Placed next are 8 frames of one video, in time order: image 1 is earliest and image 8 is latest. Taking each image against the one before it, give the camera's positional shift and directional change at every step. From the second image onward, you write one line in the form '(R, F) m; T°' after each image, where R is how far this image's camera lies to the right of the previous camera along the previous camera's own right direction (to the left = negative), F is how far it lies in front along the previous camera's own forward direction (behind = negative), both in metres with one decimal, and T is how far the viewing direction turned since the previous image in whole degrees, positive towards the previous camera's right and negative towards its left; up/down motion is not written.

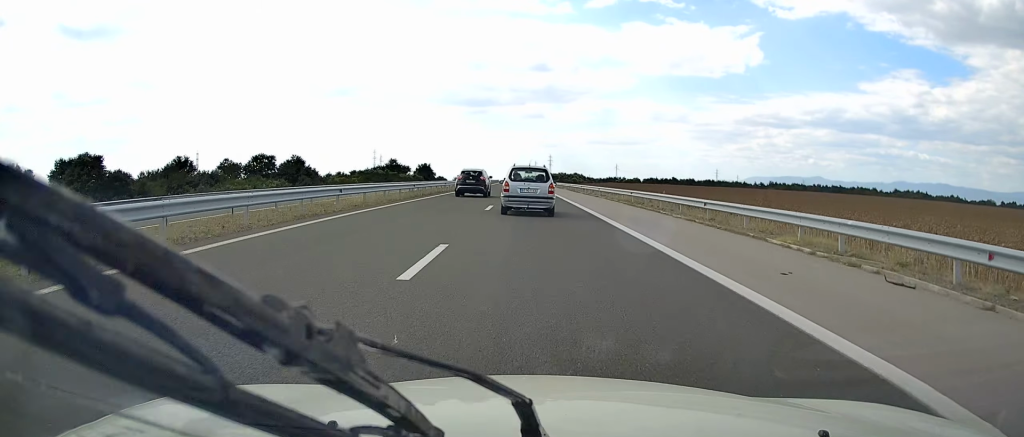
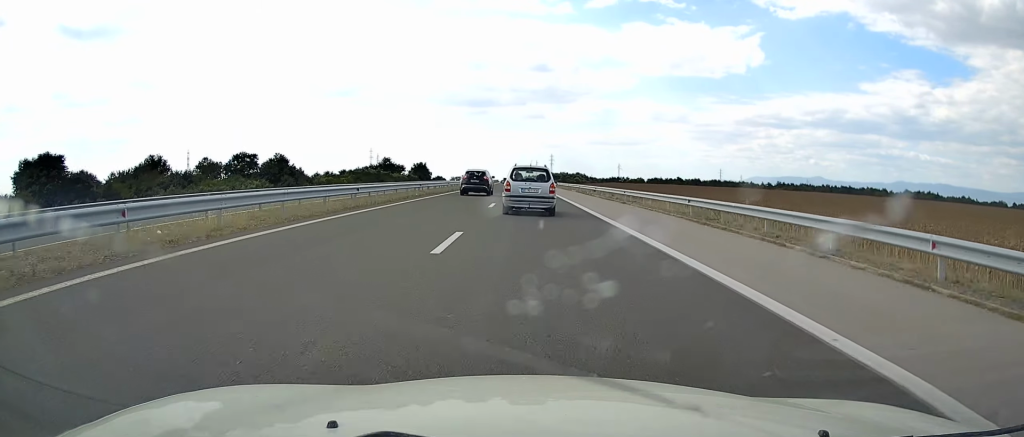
(0.0, +13.5) m; 0°
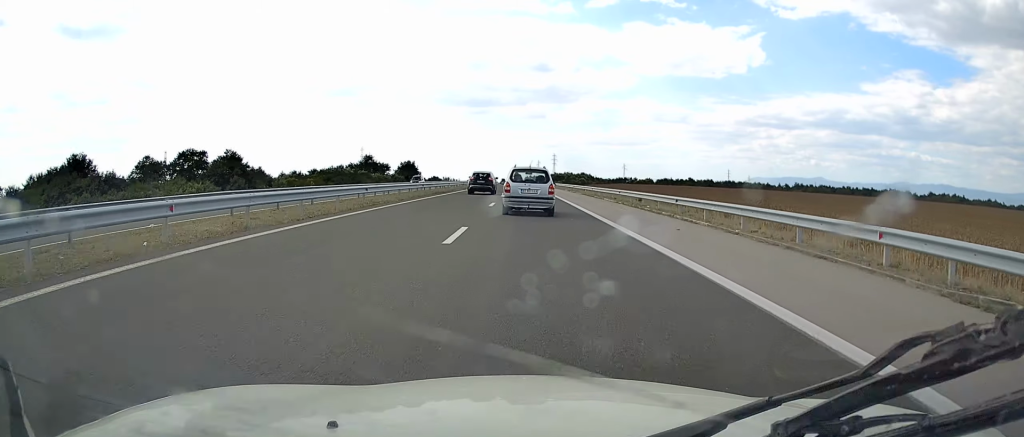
(0.0, +30.2) m; 0°
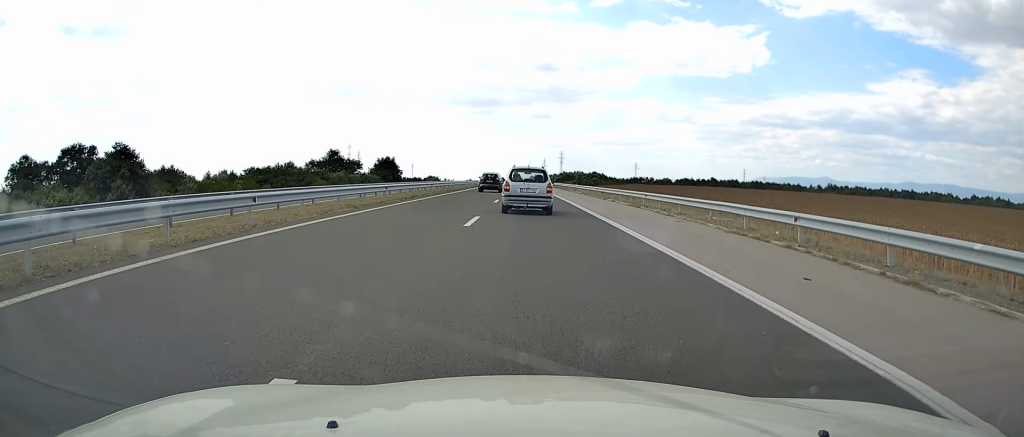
(0.0, +43.8) m; 0°
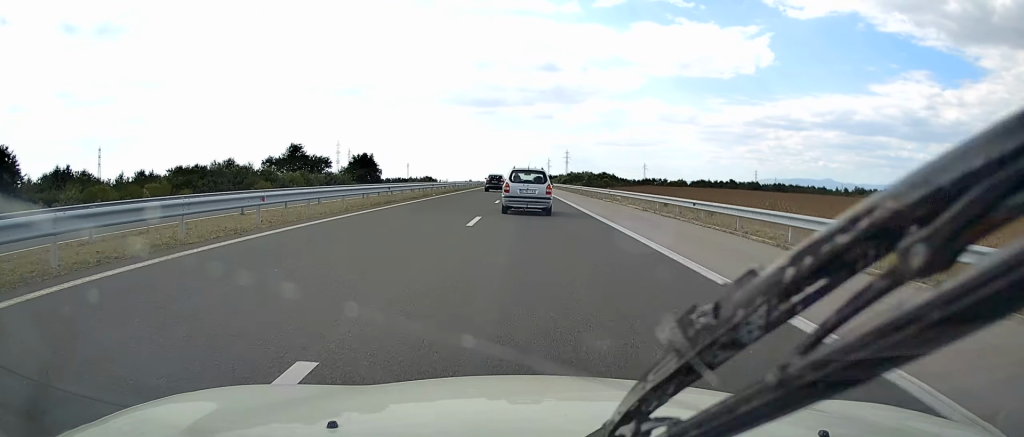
(0.0, +31.4) m; 0°
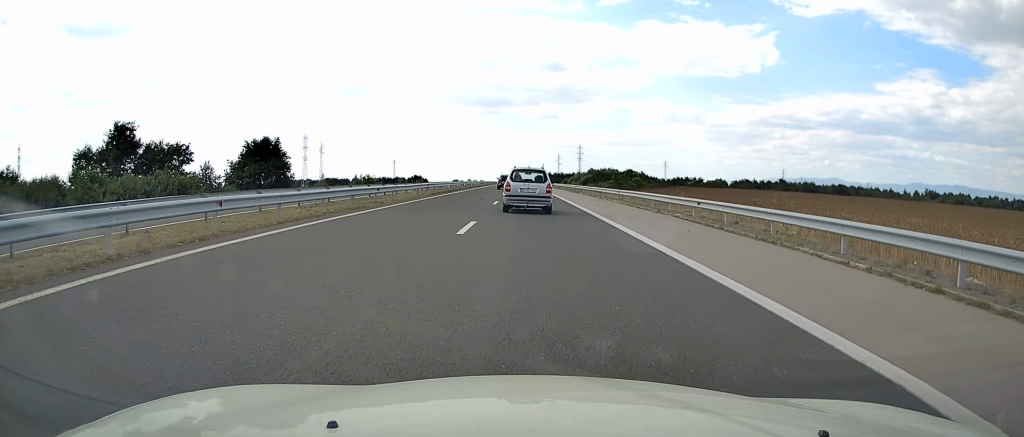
(-1.1, +66.4) m; -1°
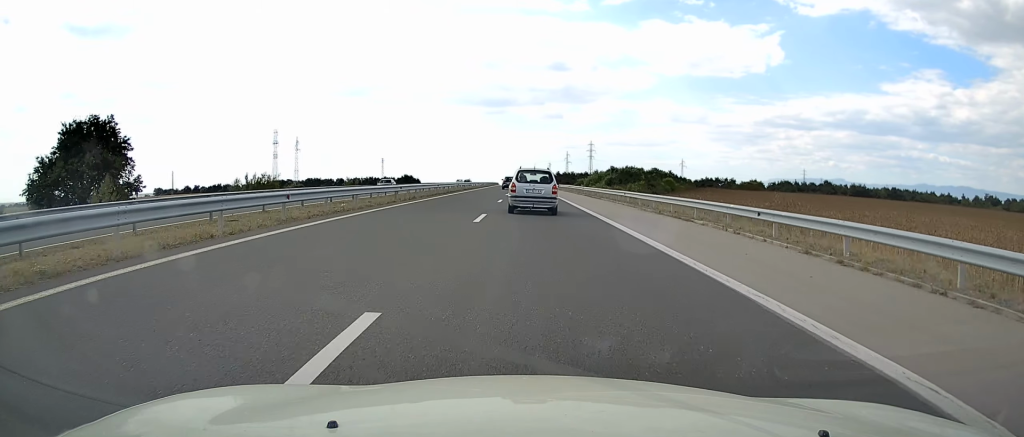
(+0.4, +43.7) m; +1°
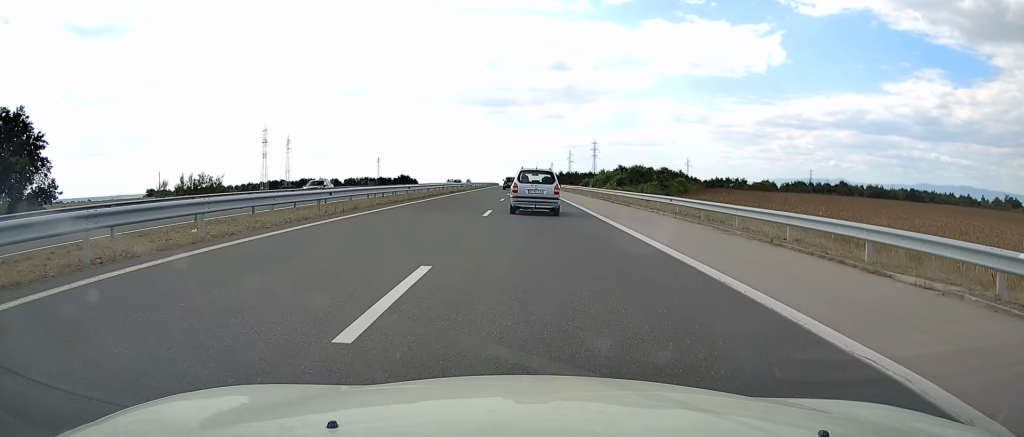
(+0.2, +12.8) m; 0°
